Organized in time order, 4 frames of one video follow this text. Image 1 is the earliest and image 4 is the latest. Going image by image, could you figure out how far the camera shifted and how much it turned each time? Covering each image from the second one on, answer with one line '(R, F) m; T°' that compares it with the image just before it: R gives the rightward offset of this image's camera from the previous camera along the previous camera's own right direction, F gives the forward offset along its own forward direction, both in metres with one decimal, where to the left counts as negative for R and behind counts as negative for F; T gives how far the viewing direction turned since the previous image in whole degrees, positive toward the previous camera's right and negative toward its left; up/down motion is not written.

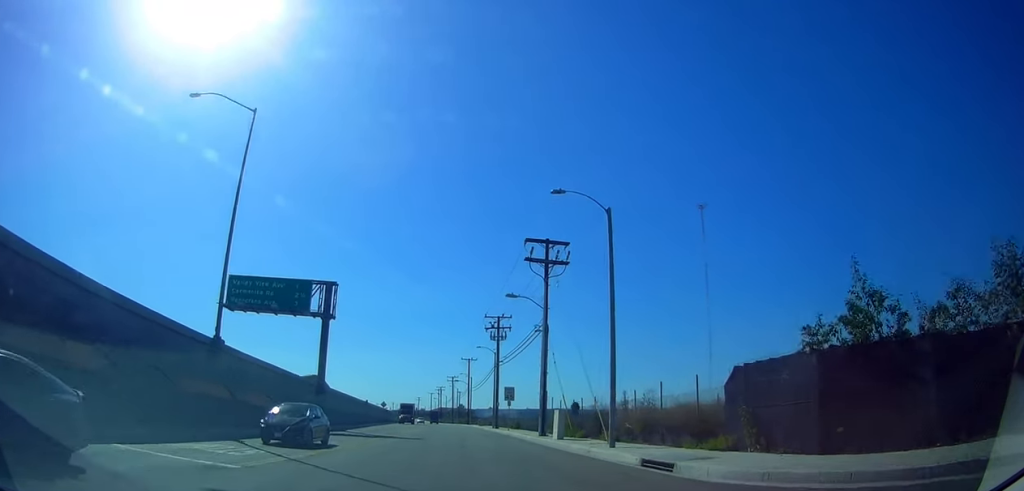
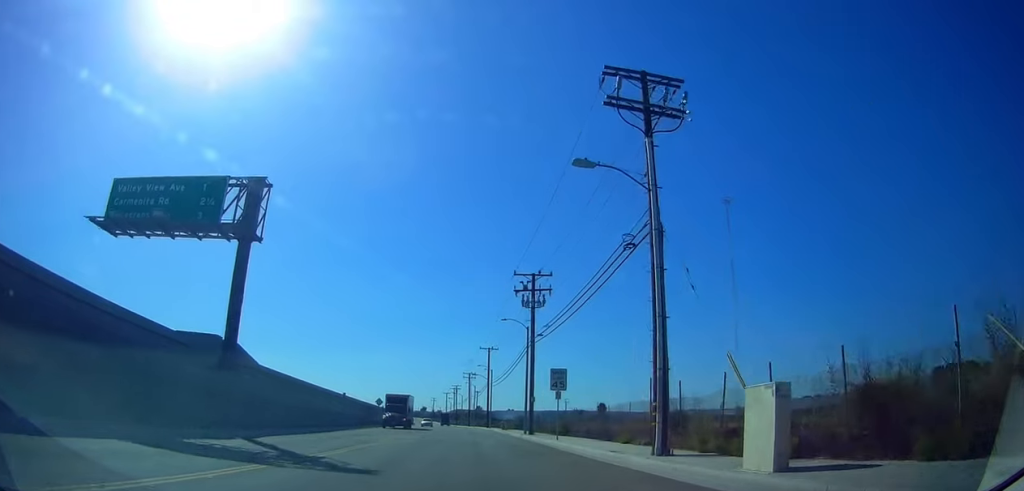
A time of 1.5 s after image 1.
(+0.2, +12.8) m; 0°
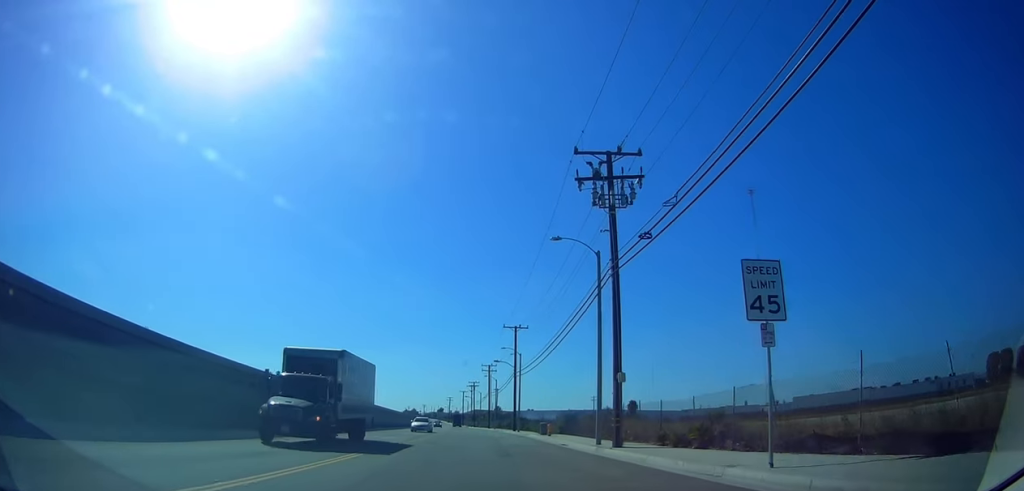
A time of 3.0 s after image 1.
(-0.5, +19.1) m; -3°
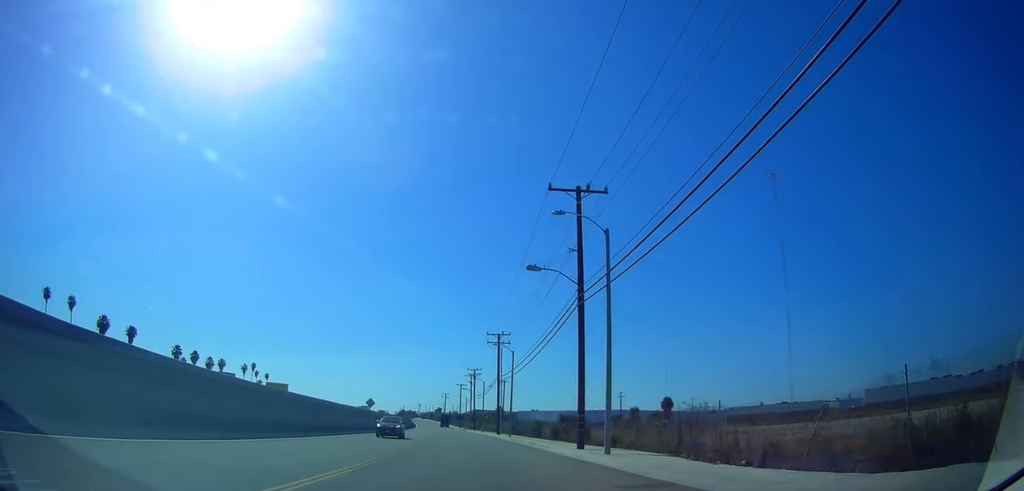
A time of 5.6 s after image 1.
(-0.6, +42.3) m; -2°
